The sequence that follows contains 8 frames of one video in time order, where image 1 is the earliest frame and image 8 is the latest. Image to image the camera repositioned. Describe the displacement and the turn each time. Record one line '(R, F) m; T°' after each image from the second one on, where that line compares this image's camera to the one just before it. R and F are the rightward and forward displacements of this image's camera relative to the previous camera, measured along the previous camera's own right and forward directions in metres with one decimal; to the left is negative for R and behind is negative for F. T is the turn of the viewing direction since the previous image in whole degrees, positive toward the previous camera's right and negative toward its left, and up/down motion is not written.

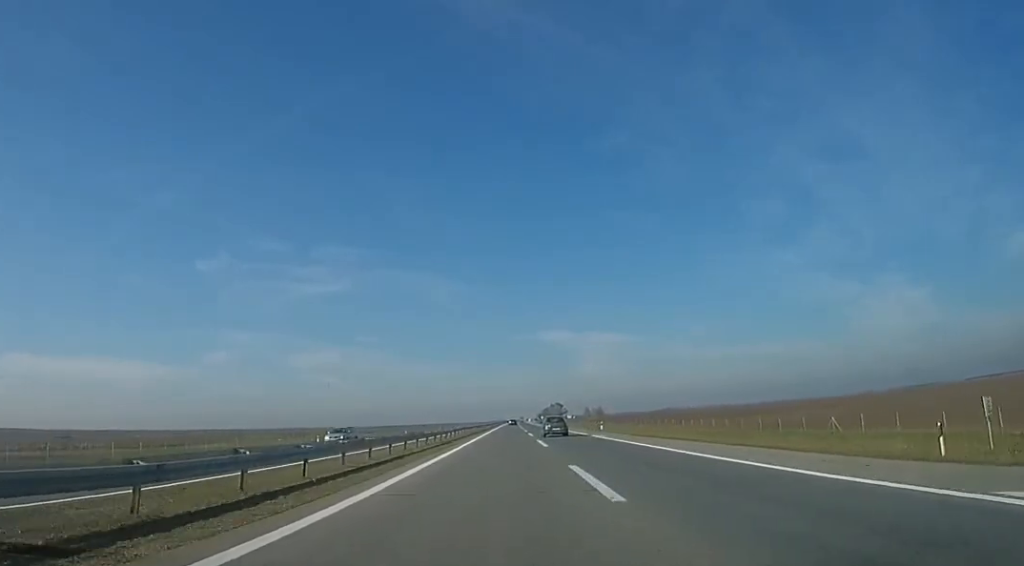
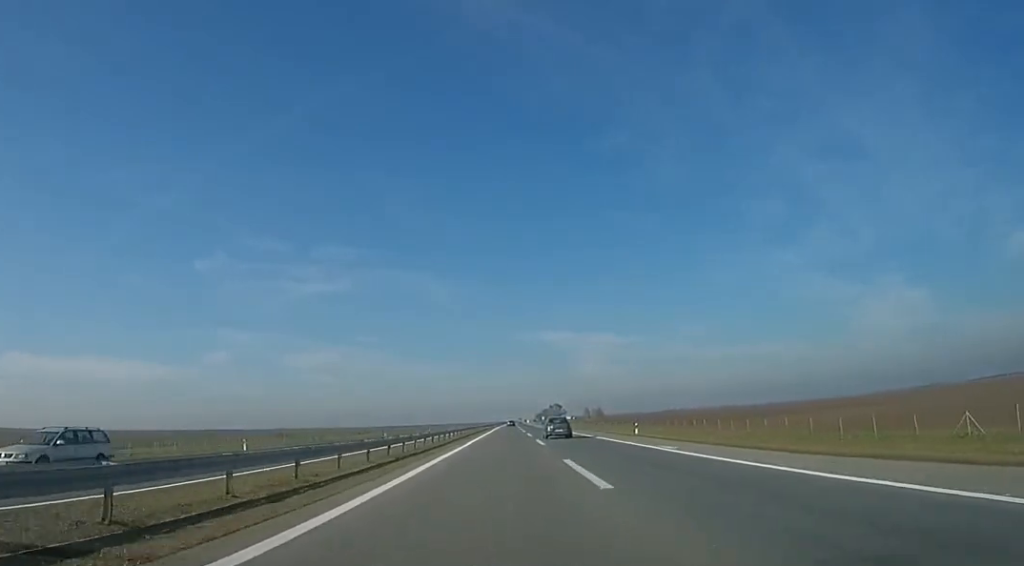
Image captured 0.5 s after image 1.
(+0.2, +16.9) m; 0°
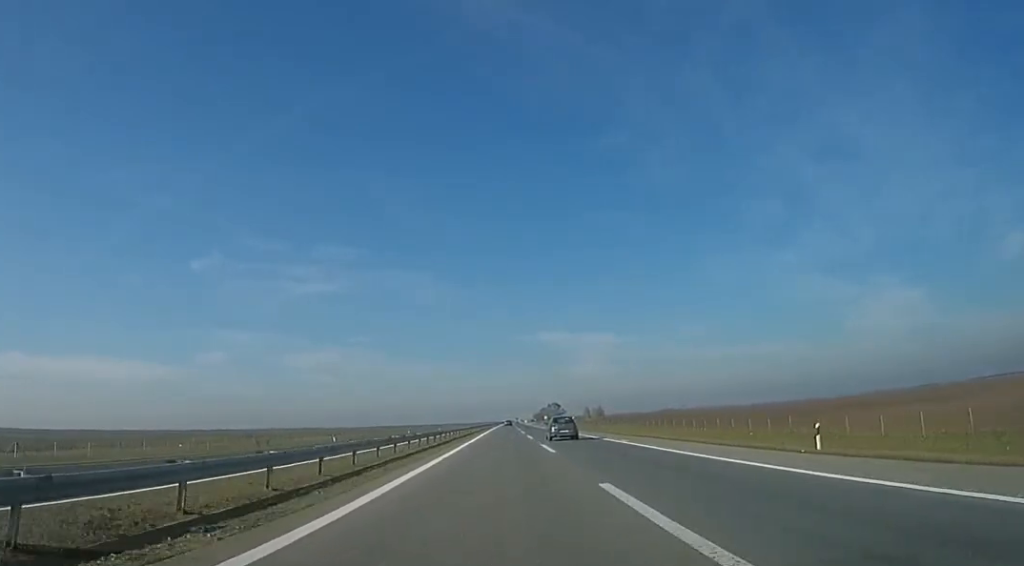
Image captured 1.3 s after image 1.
(+0.1, +26.1) m; -1°
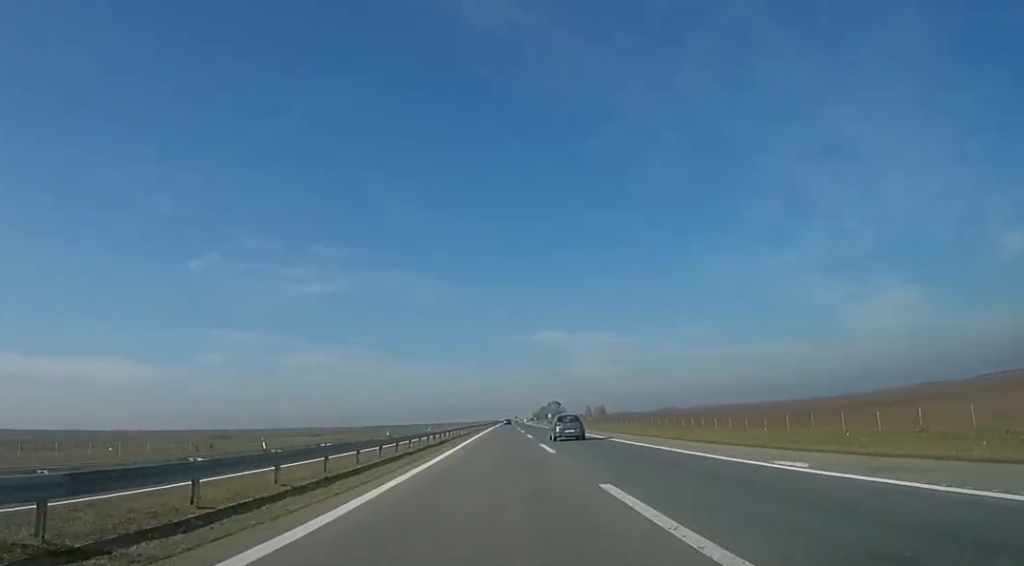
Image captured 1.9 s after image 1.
(-0.4, +19.5) m; 0°
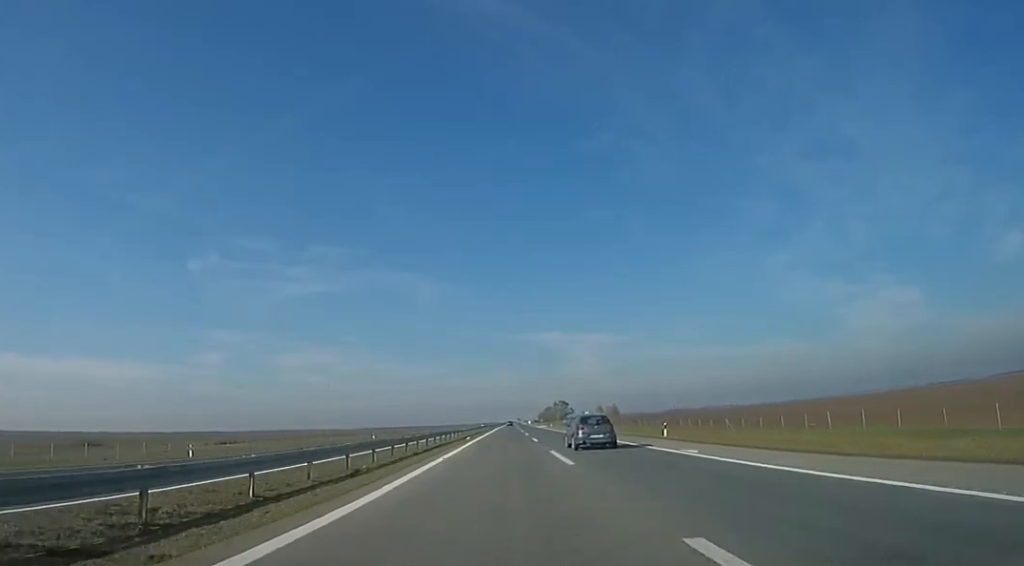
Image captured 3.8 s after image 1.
(+0.7, +61.7) m; +1°
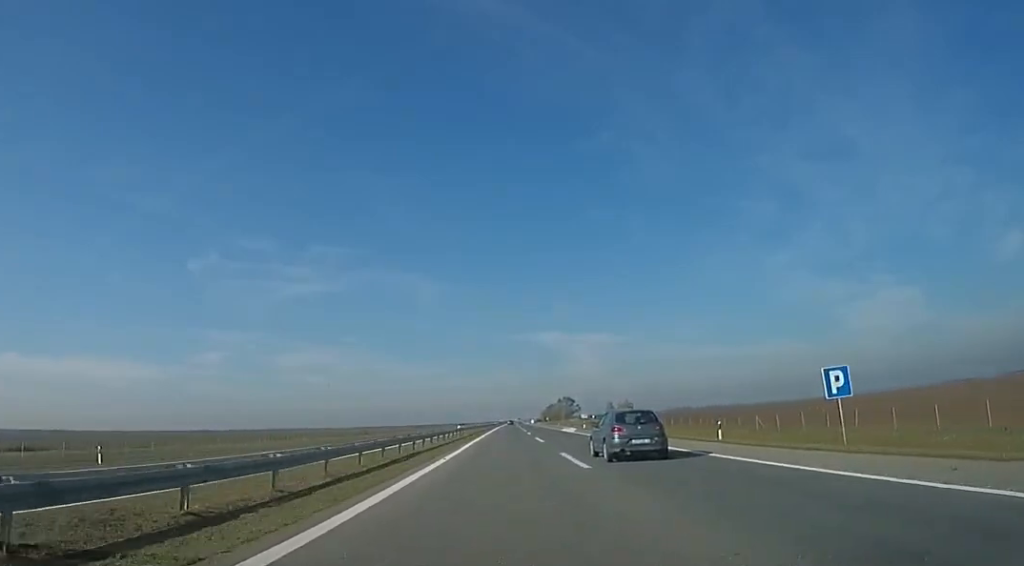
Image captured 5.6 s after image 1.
(0.0, +59.0) m; +1°
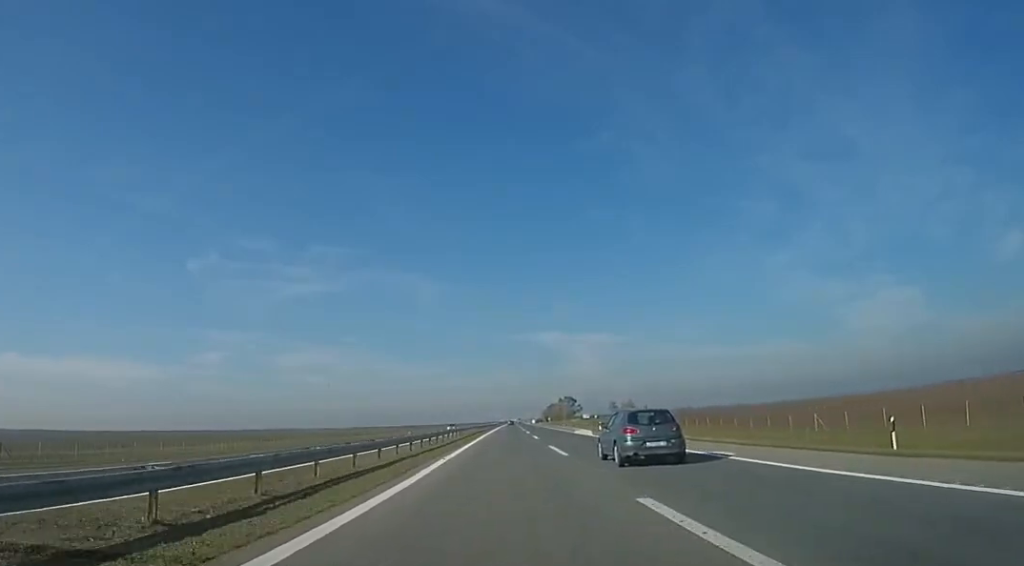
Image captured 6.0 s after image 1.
(-0.1, +13.0) m; +1°
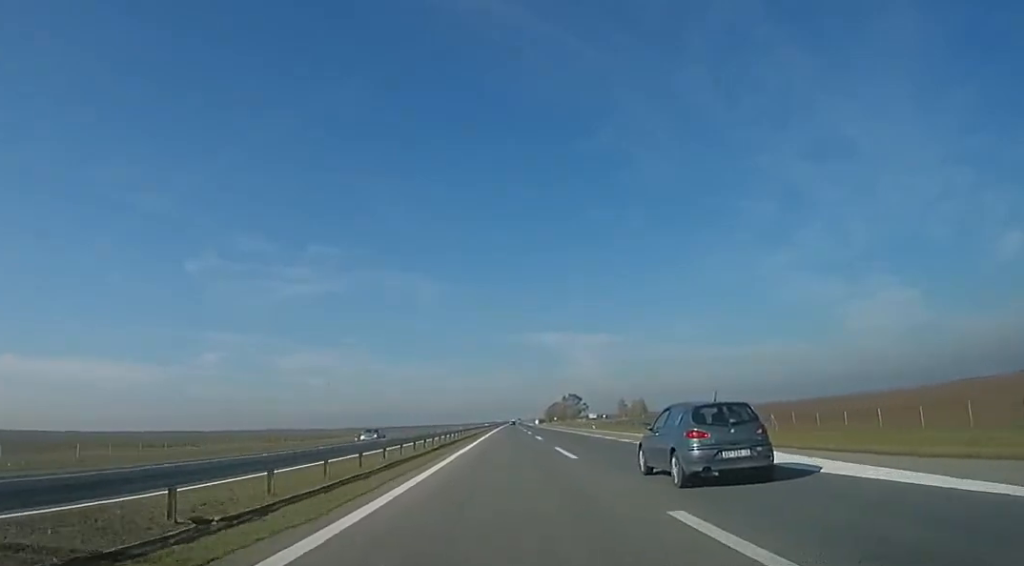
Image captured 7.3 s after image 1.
(+1.1, +39.1) m; +1°
